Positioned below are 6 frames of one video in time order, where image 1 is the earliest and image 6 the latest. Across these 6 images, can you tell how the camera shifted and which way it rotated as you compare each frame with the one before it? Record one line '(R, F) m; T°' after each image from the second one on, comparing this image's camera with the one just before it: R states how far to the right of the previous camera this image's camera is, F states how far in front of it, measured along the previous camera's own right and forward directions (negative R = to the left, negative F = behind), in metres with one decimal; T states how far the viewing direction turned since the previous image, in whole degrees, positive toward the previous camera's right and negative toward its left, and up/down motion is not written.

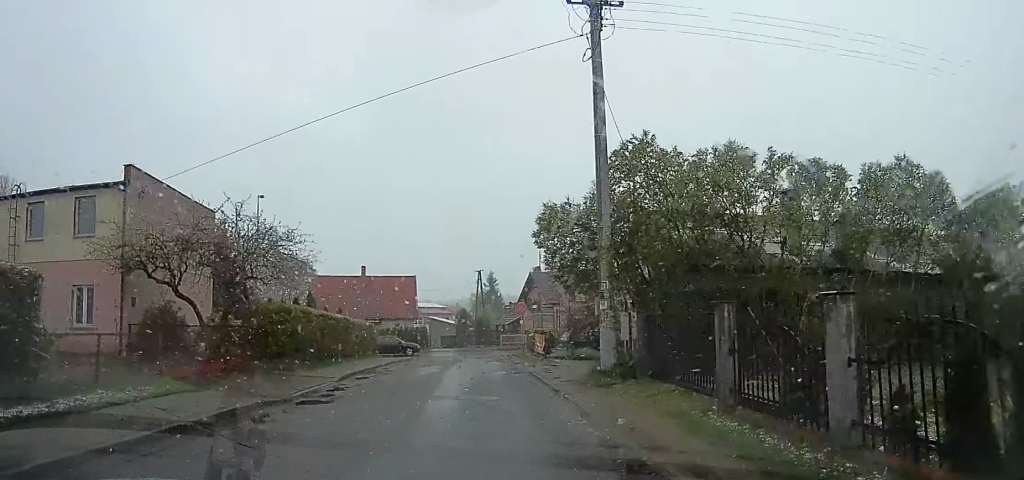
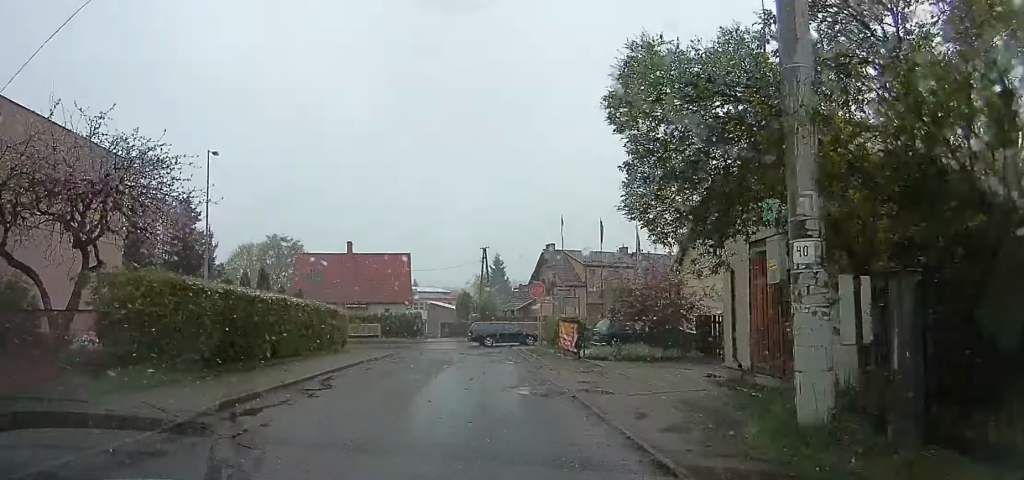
(+0.2, +7.0) m; +1°
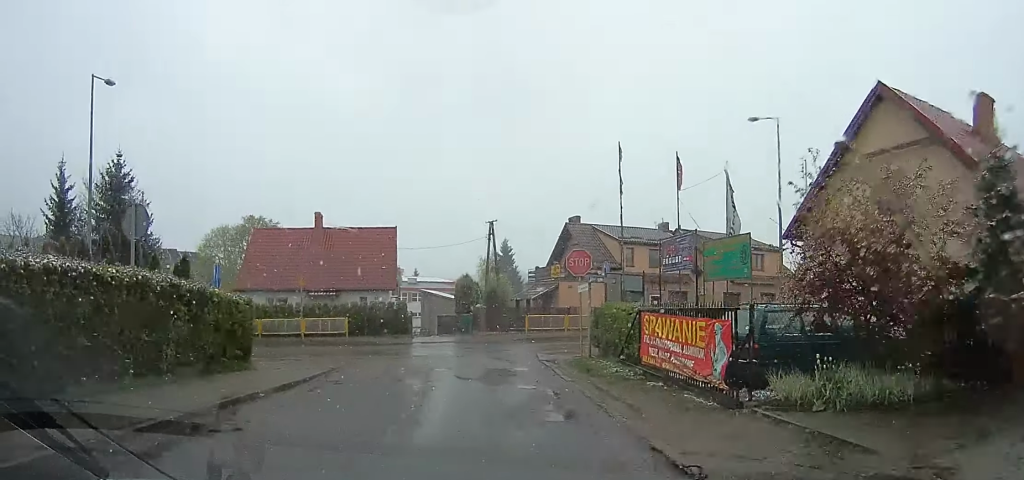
(+0.2, +9.4) m; +1°
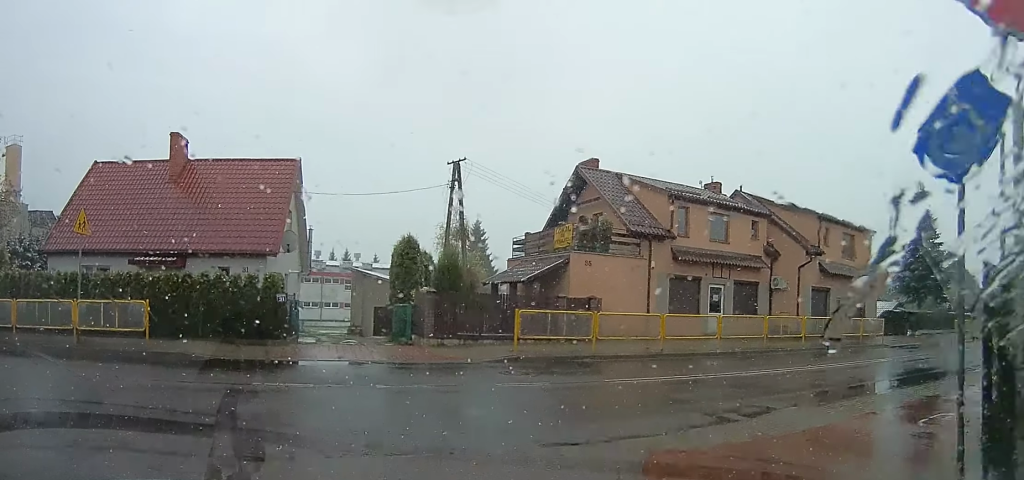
(-0.2, +13.7) m; -22°
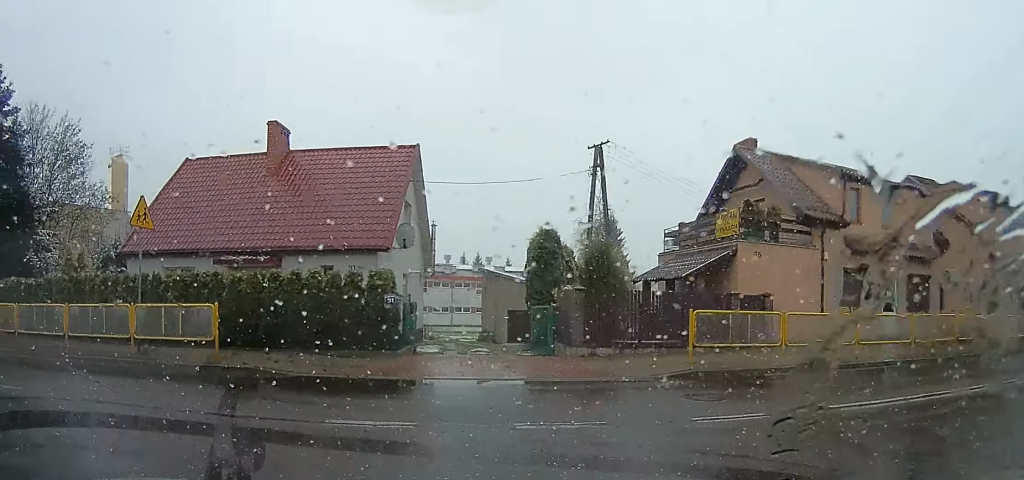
(-1.7, +4.5) m; -26°
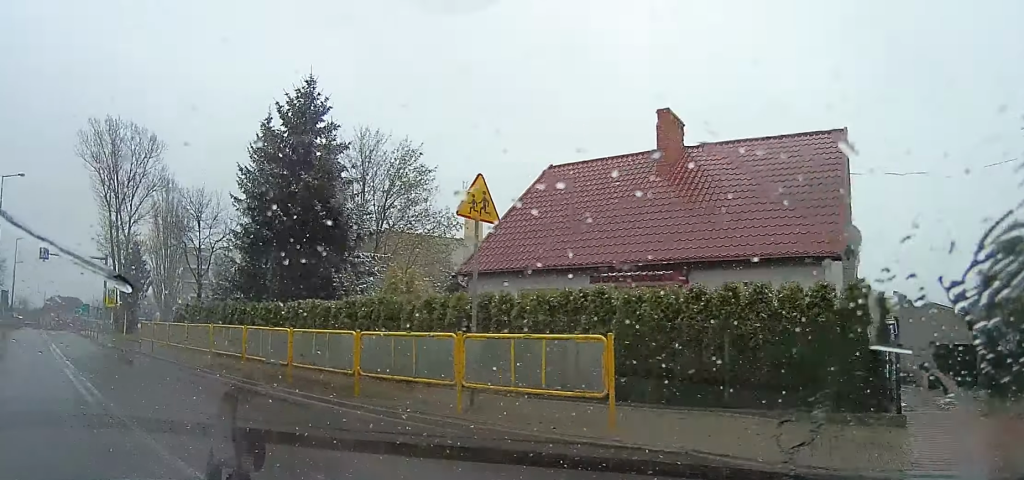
(-0.3, +3.1) m; -37°
